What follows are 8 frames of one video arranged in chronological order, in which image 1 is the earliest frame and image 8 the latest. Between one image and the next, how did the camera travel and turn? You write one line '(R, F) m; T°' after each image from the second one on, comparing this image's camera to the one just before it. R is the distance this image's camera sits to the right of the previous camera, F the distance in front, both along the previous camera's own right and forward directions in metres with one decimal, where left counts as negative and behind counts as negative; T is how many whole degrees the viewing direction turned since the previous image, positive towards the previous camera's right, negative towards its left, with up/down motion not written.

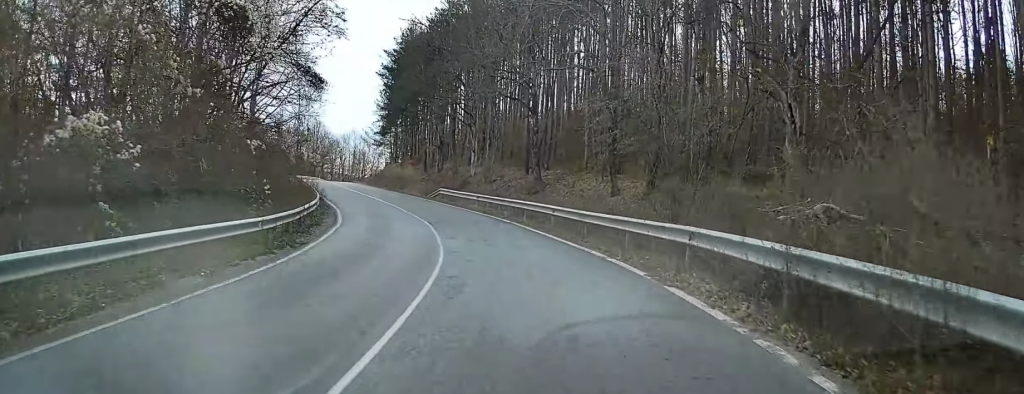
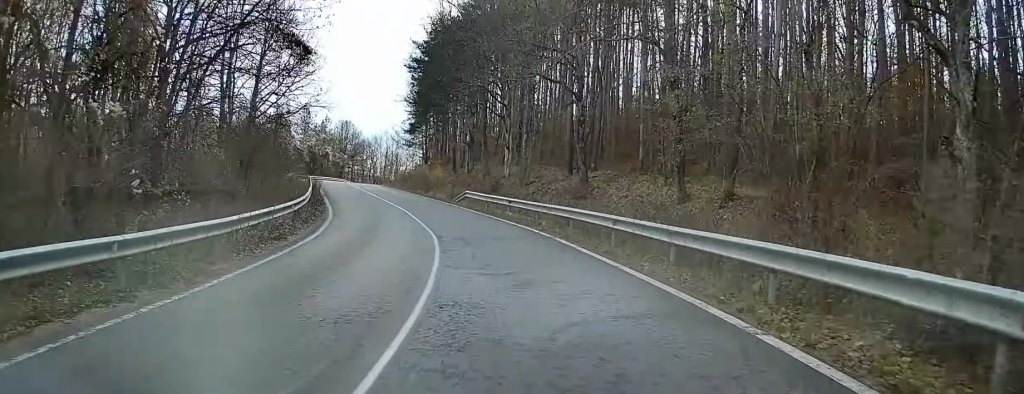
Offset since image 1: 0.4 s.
(-0.2, +6.7) m; -3°
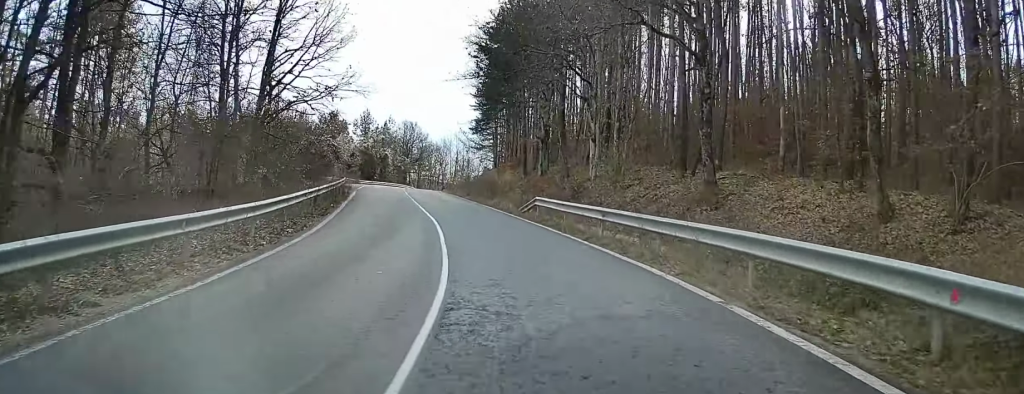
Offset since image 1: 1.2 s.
(-0.2, +10.9) m; -5°
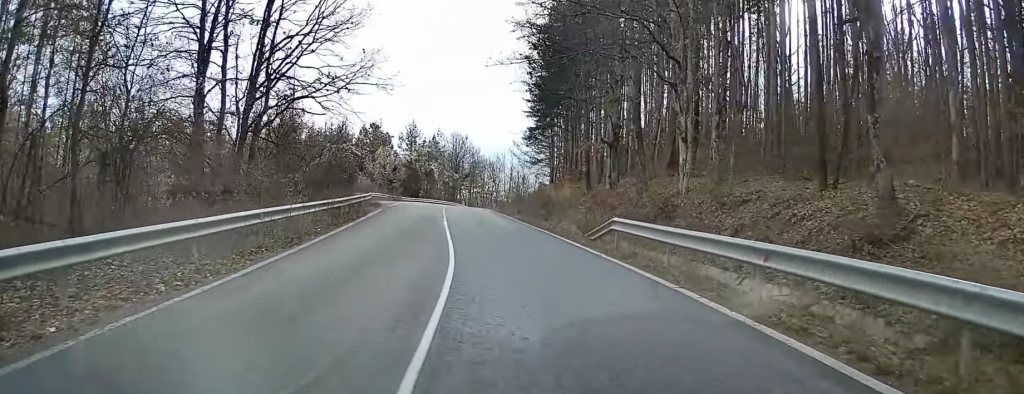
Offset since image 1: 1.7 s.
(-0.6, +7.7) m; -3°
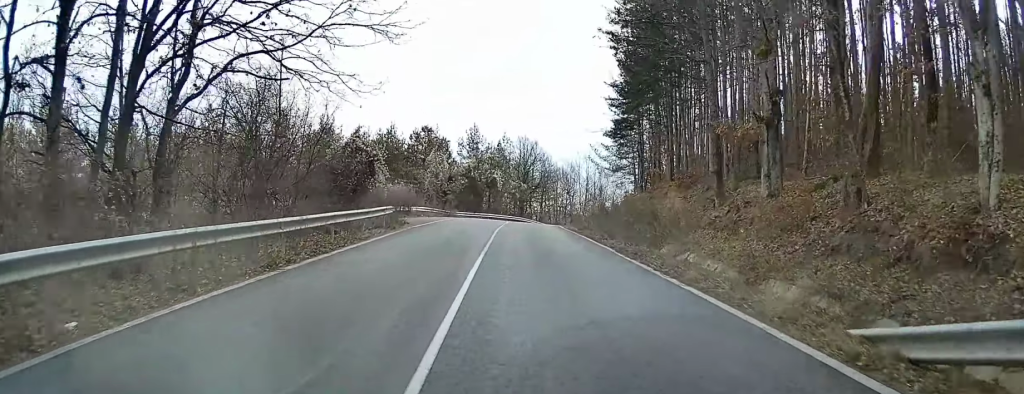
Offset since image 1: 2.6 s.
(-0.6, +13.1) m; -5°
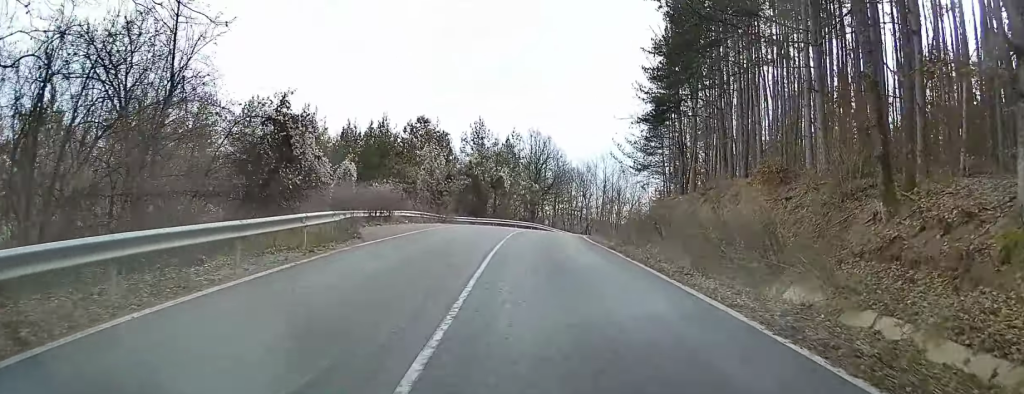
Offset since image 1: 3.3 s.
(-0.2, +10.6) m; -3°
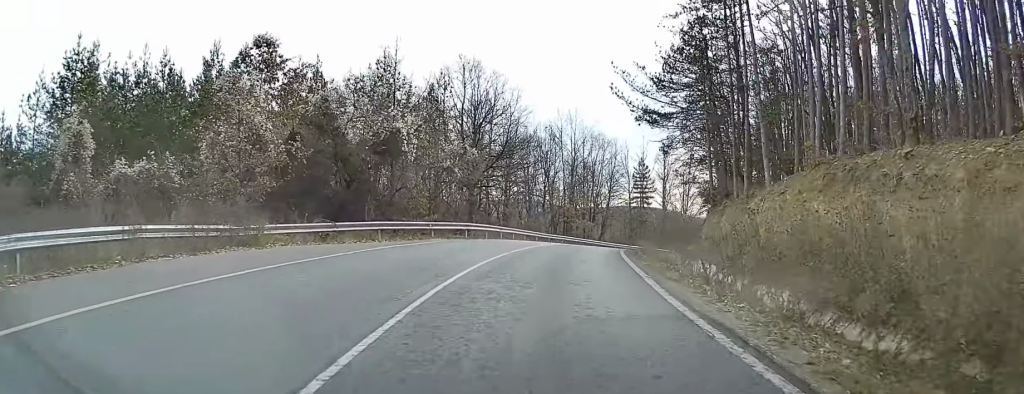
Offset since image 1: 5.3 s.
(+0.7, +30.2) m; +6°
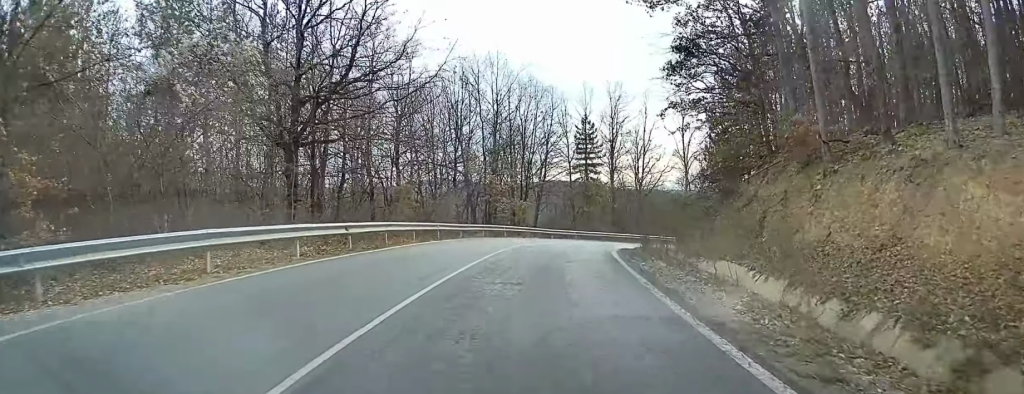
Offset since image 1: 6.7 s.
(+0.6, +20.3) m; +5°
